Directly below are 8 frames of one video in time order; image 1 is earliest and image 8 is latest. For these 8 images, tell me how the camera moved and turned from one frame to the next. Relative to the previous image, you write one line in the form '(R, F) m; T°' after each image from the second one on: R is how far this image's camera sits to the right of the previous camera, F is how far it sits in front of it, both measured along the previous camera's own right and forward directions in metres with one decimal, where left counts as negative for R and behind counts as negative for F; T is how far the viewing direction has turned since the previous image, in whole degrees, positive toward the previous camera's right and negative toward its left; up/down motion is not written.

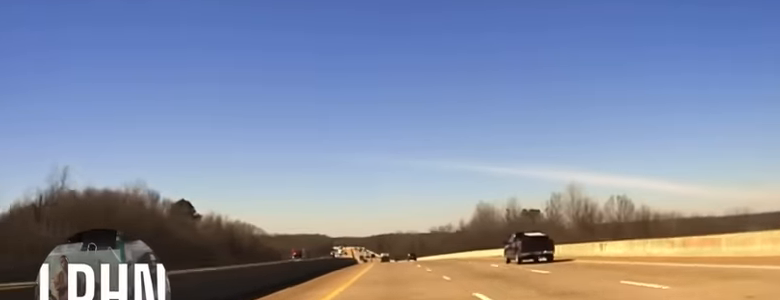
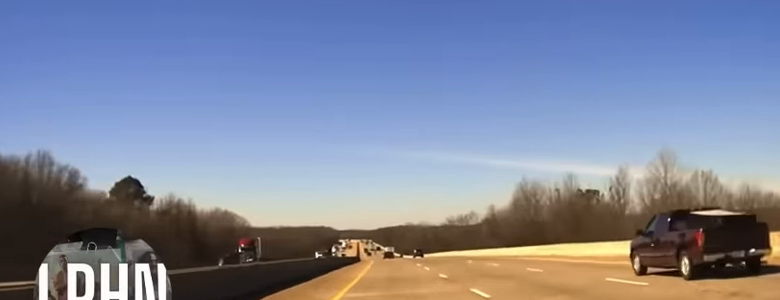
(+0.1, +46.4) m; -1°
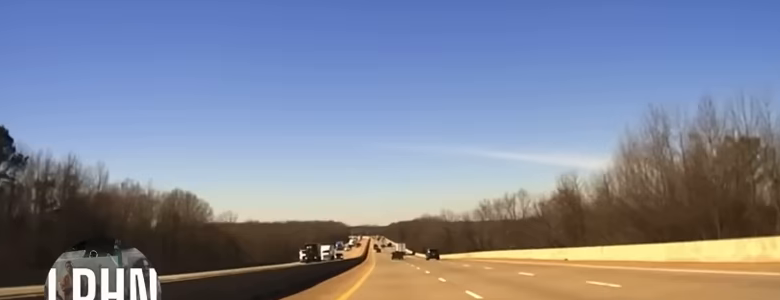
(-0.9, +58.7) m; -1°
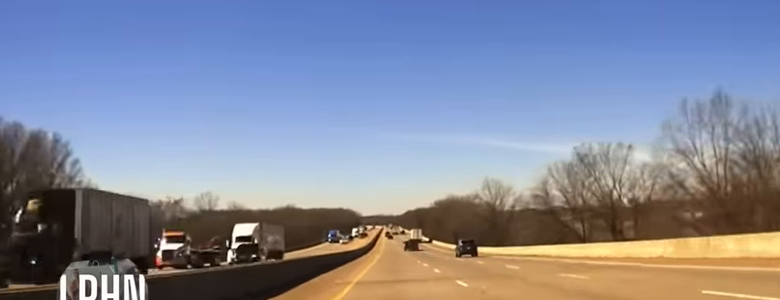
(-0.5, +81.2) m; -1°
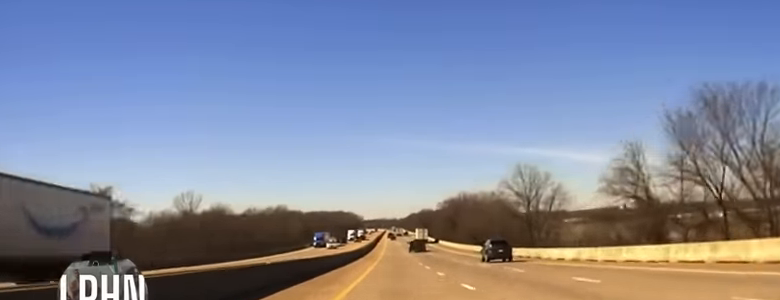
(-0.1, +38.7) m; 0°
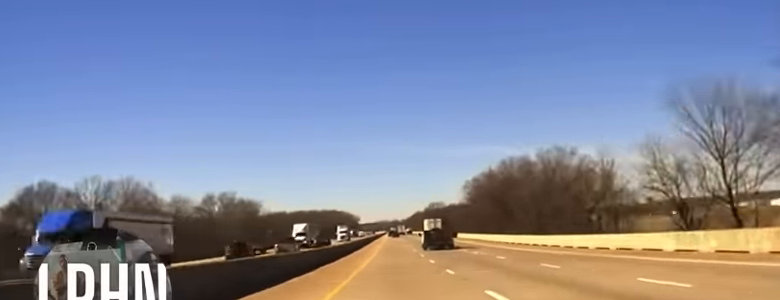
(-0.8, +103.5) m; -1°
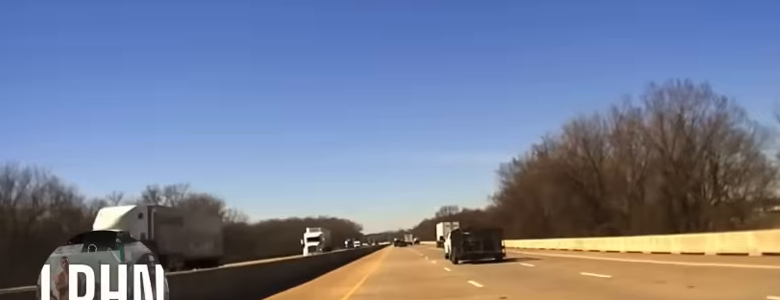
(-0.1, +54.9) m; 0°
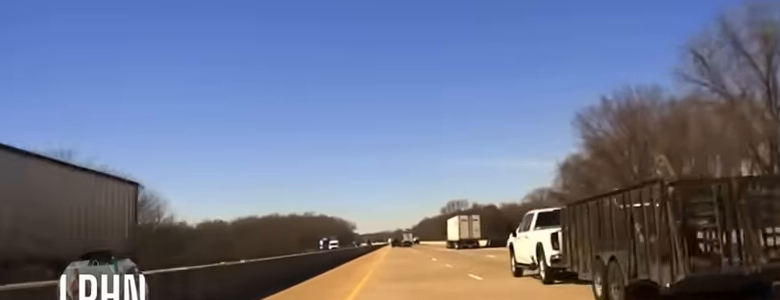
(0.0, +57.5) m; 0°
